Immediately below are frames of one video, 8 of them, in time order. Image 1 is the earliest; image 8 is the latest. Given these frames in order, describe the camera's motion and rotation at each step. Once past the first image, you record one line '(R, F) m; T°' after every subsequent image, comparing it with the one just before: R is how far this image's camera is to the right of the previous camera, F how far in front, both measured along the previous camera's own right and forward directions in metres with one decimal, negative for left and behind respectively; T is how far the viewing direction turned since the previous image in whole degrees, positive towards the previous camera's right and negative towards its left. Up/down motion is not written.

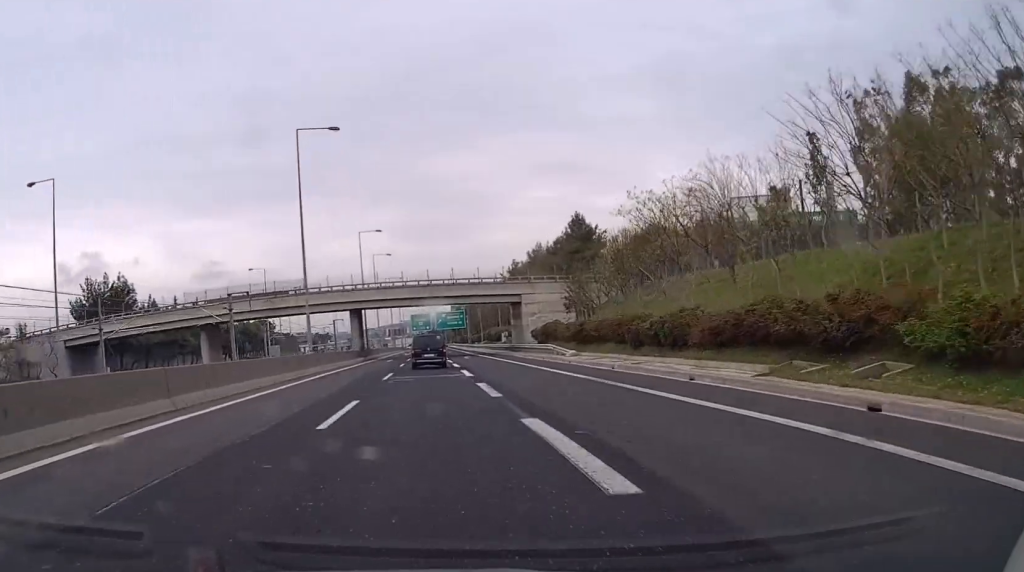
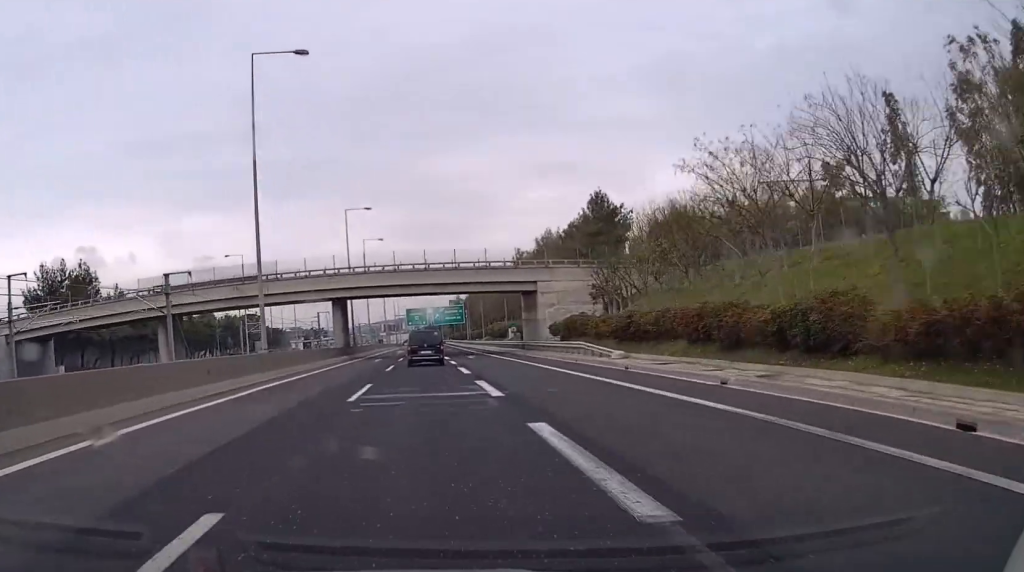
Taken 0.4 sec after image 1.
(0.0, +12.9) m; 0°
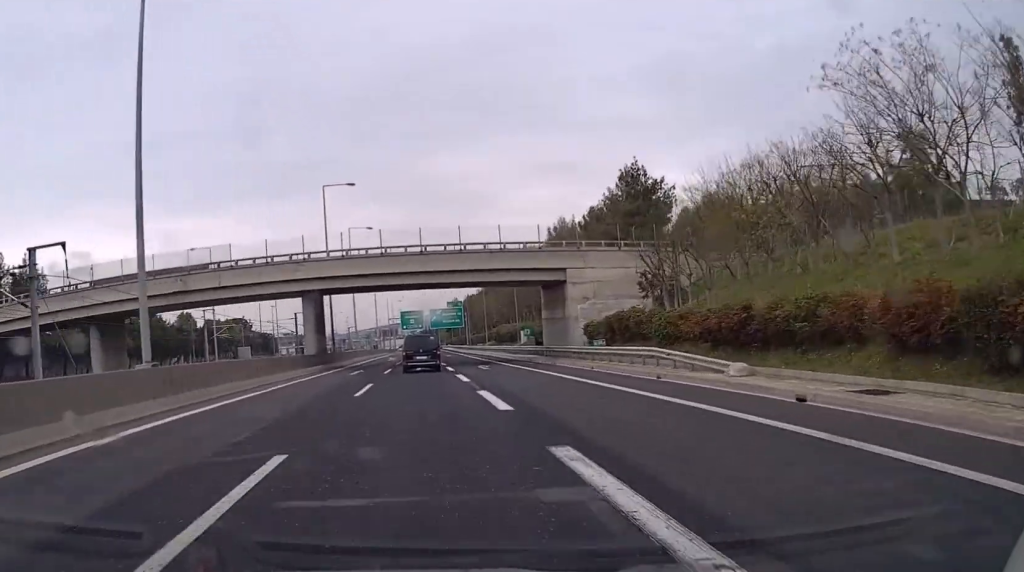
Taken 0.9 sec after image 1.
(+0.1, +14.9) m; 0°
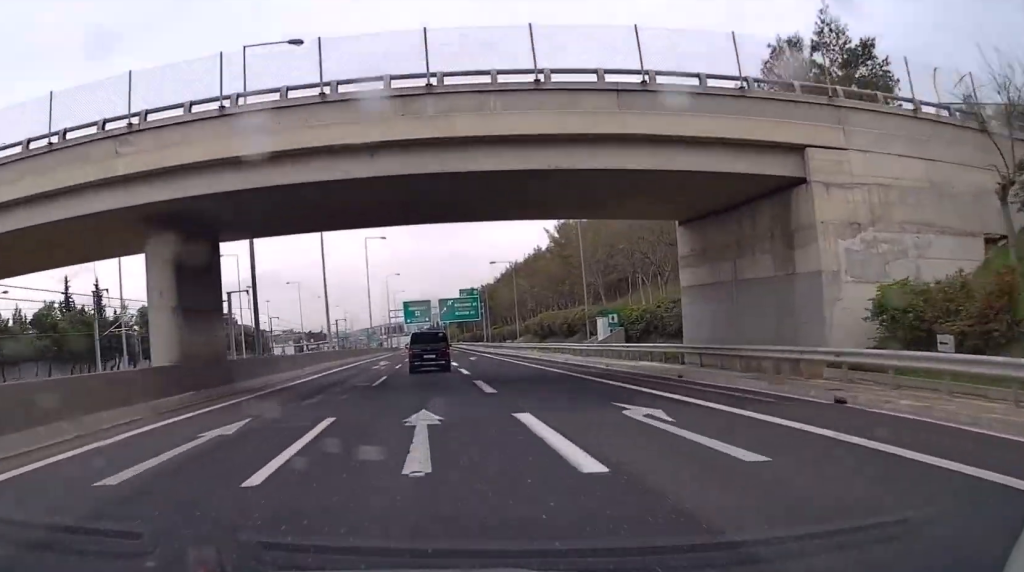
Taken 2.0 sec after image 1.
(+0.1, +32.0) m; 0°
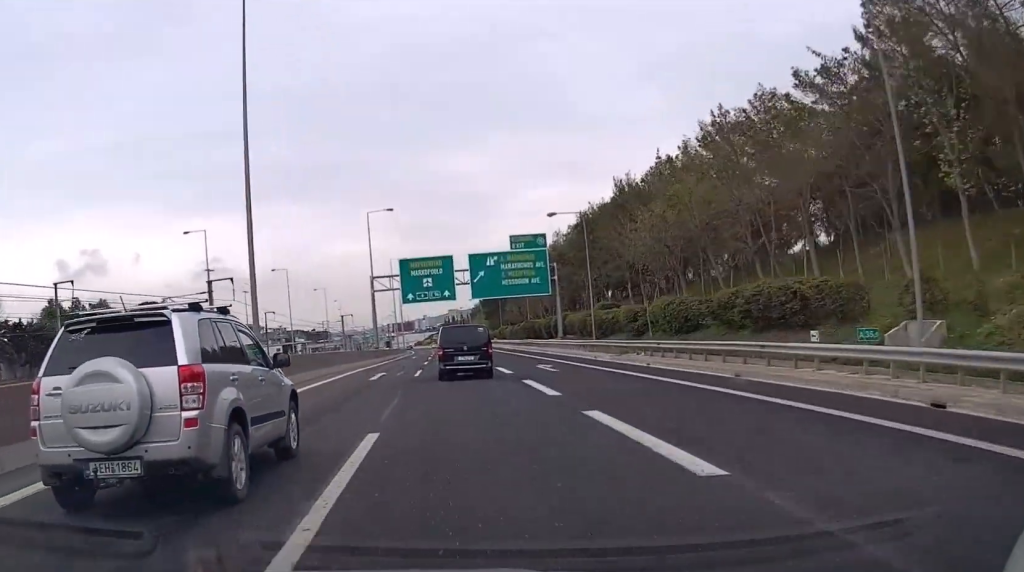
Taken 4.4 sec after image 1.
(-0.2, +72.9) m; 0°
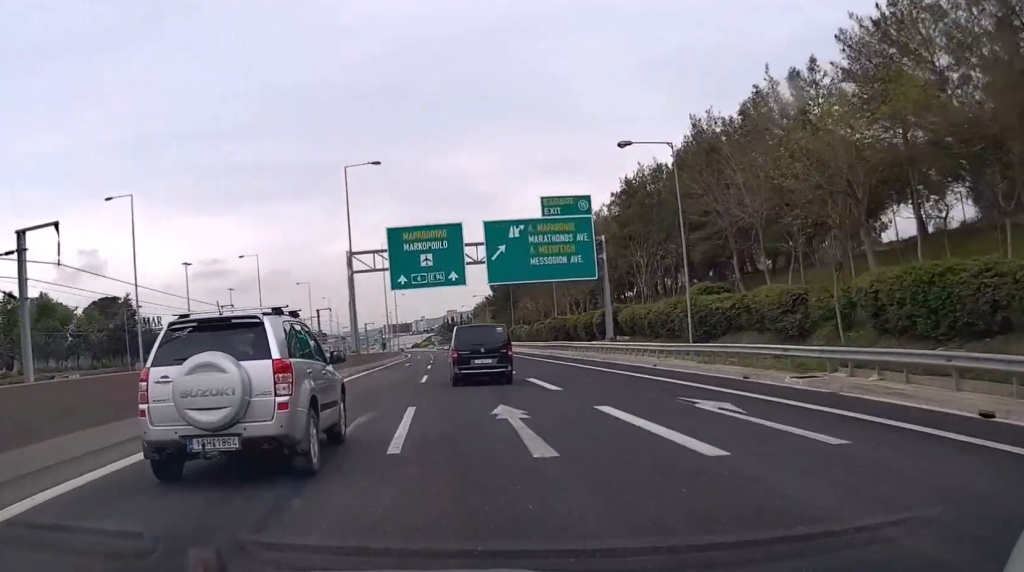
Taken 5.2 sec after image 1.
(-0.1, +22.0) m; 0°
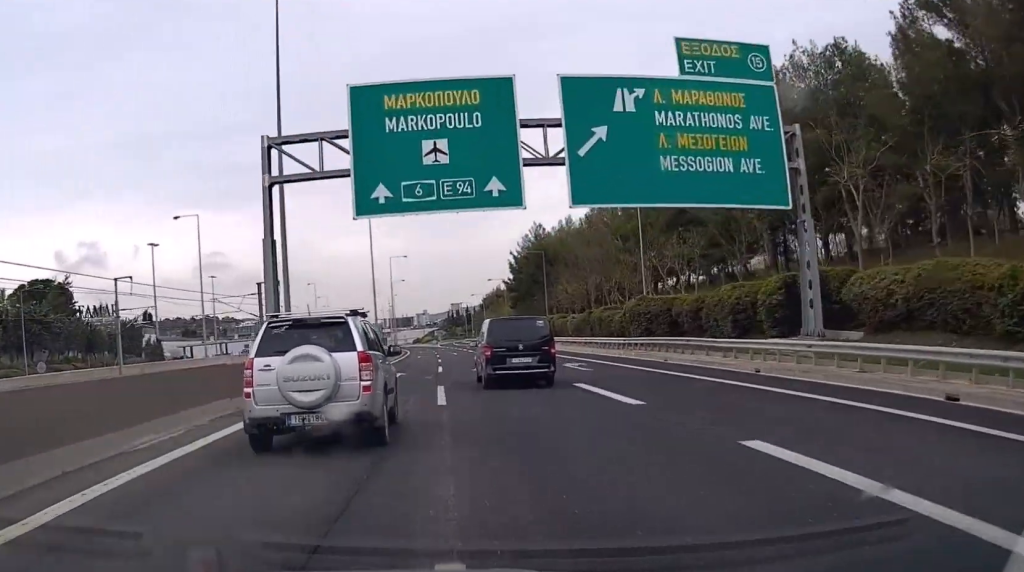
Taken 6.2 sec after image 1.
(-0.1, +30.0) m; 0°
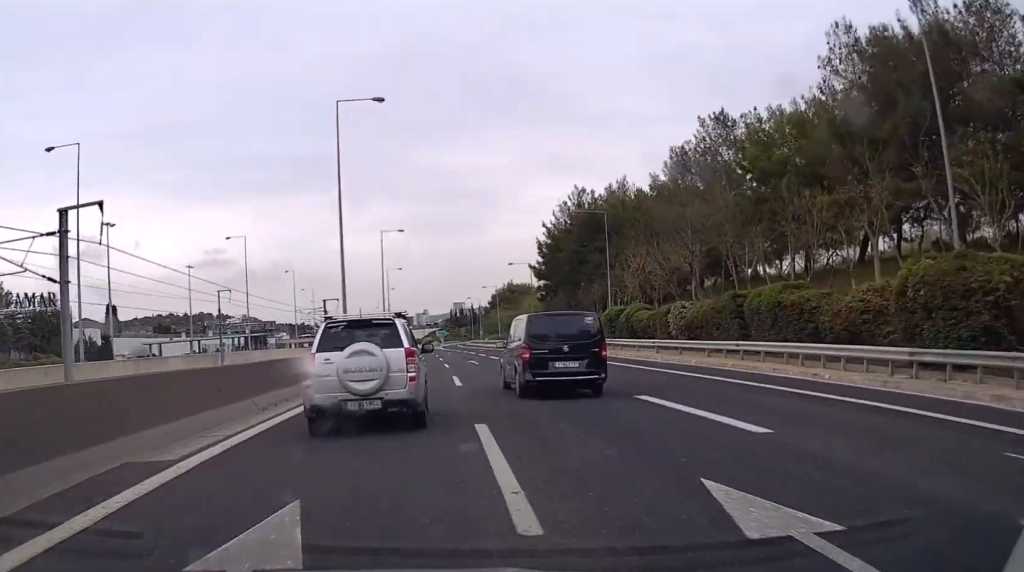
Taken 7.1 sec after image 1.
(0.0, +29.0) m; 0°
